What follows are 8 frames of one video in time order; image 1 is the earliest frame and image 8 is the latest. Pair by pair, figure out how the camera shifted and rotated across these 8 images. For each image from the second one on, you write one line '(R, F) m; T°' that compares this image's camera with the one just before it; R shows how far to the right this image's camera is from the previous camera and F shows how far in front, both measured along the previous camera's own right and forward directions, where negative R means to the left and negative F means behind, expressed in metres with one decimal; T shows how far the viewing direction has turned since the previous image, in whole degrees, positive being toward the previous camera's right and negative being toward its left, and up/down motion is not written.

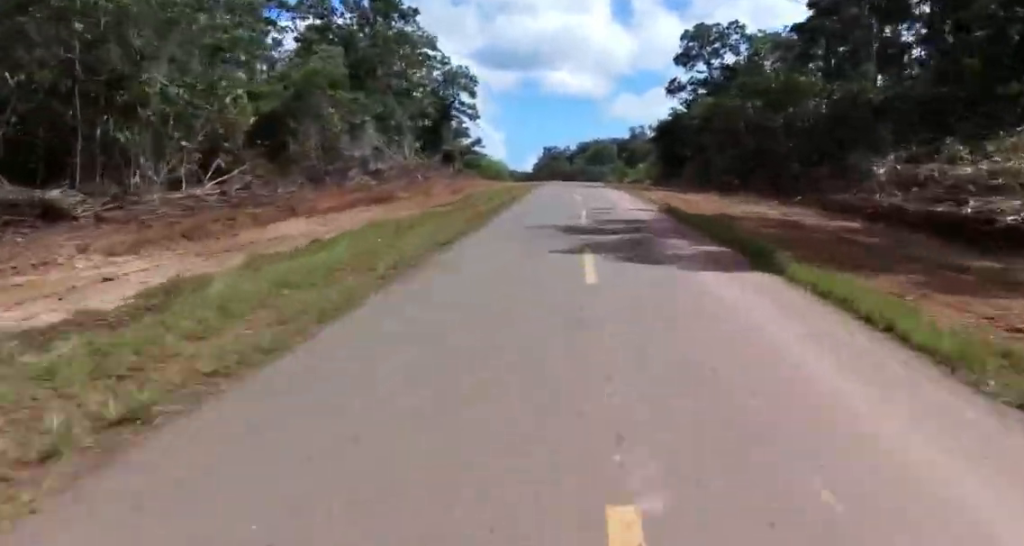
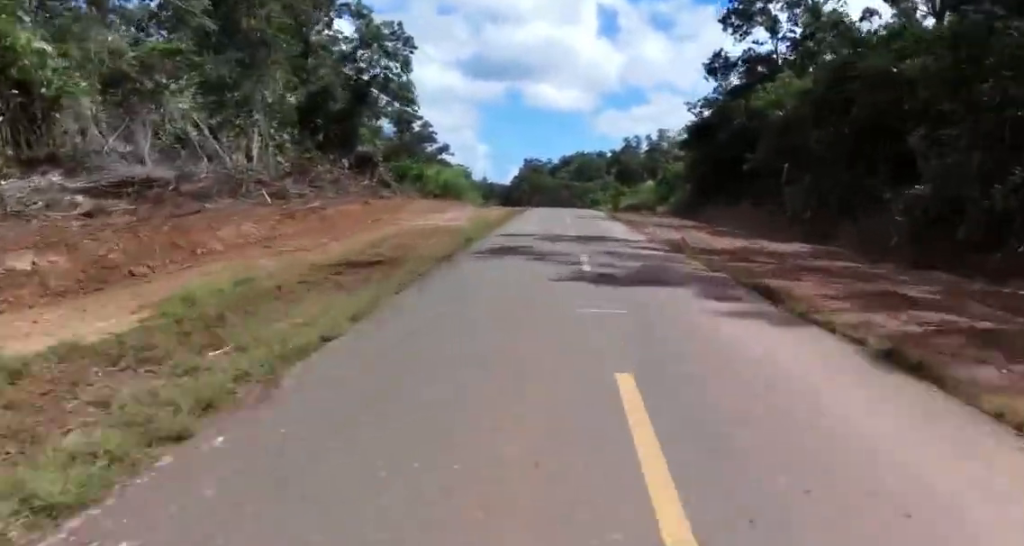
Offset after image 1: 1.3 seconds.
(+0.1, +29.8) m; 0°
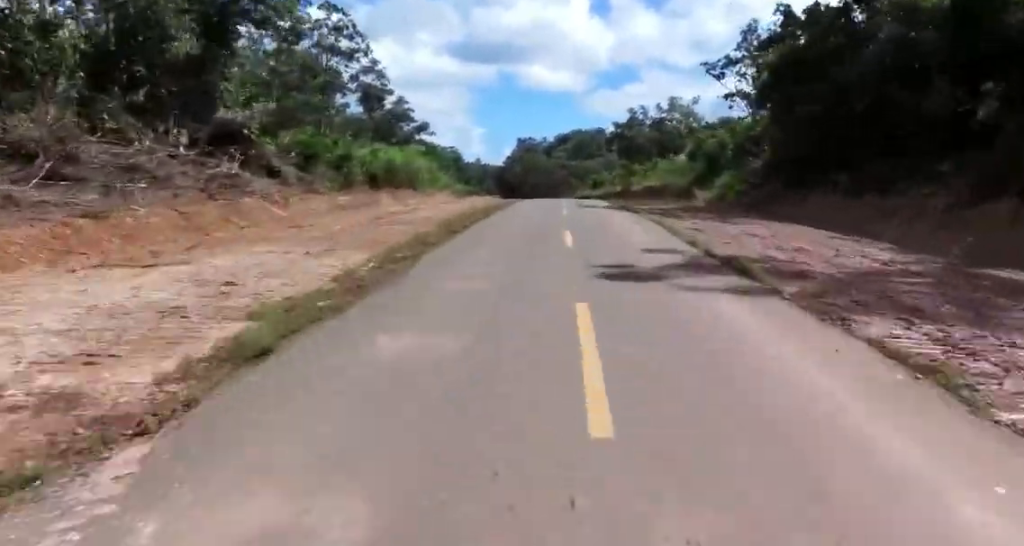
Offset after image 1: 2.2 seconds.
(-0.1, +21.7) m; 0°
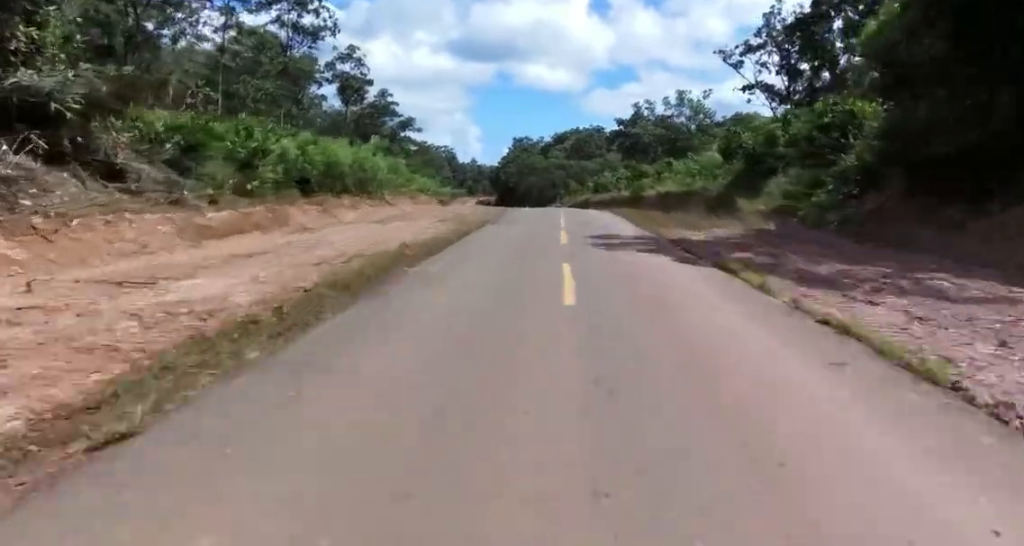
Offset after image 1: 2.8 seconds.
(0.0, +12.9) m; 0°
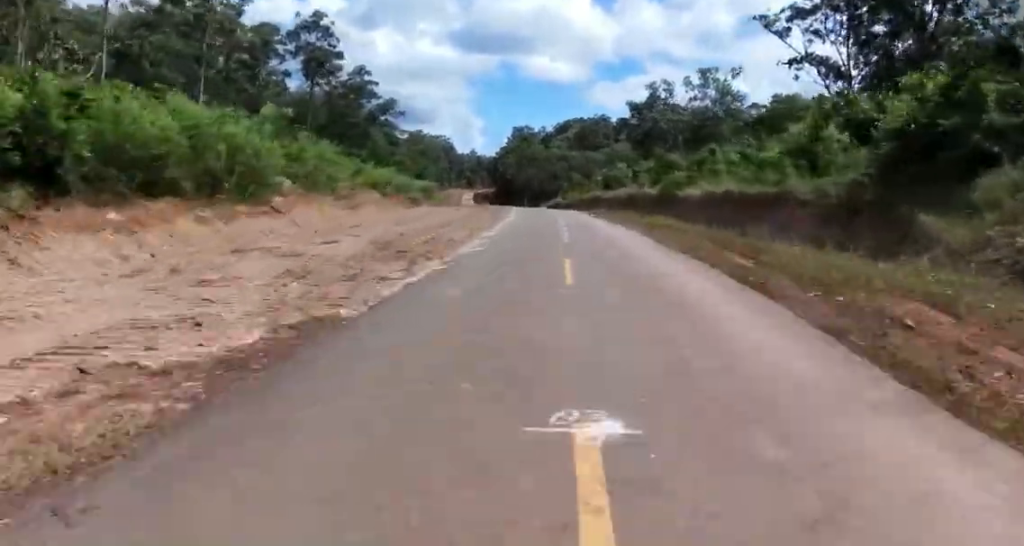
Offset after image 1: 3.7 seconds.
(0.0, +19.5) m; 0°
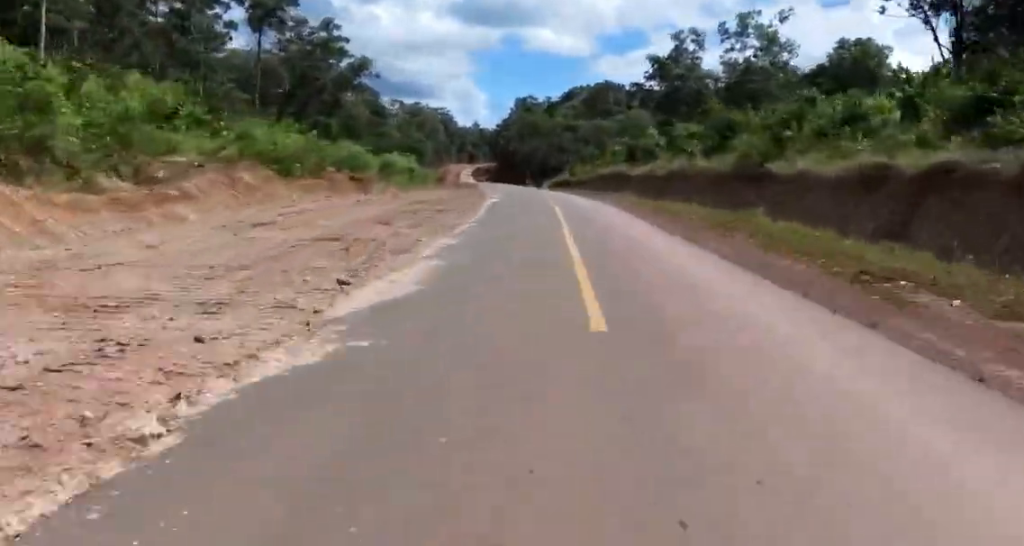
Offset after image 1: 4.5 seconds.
(0.0, +19.3) m; 0°
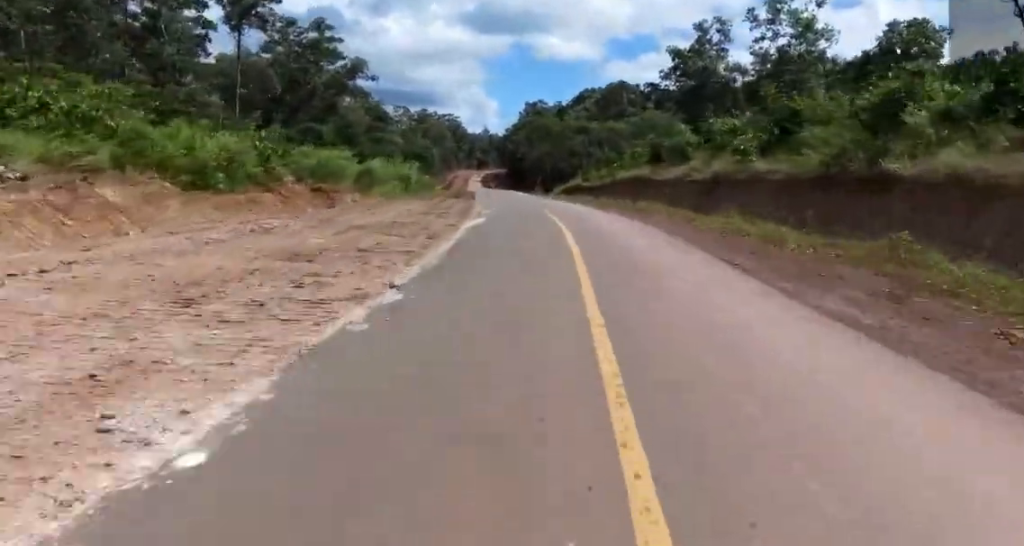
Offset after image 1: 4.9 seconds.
(0.0, +9.0) m; 0°
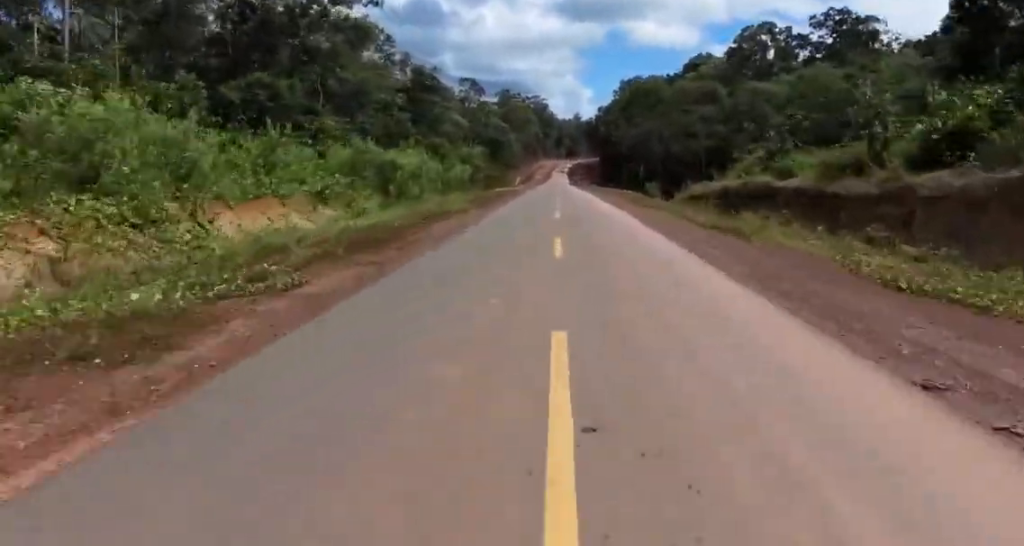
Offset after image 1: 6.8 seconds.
(-1.3, +42.0) m; -7°
